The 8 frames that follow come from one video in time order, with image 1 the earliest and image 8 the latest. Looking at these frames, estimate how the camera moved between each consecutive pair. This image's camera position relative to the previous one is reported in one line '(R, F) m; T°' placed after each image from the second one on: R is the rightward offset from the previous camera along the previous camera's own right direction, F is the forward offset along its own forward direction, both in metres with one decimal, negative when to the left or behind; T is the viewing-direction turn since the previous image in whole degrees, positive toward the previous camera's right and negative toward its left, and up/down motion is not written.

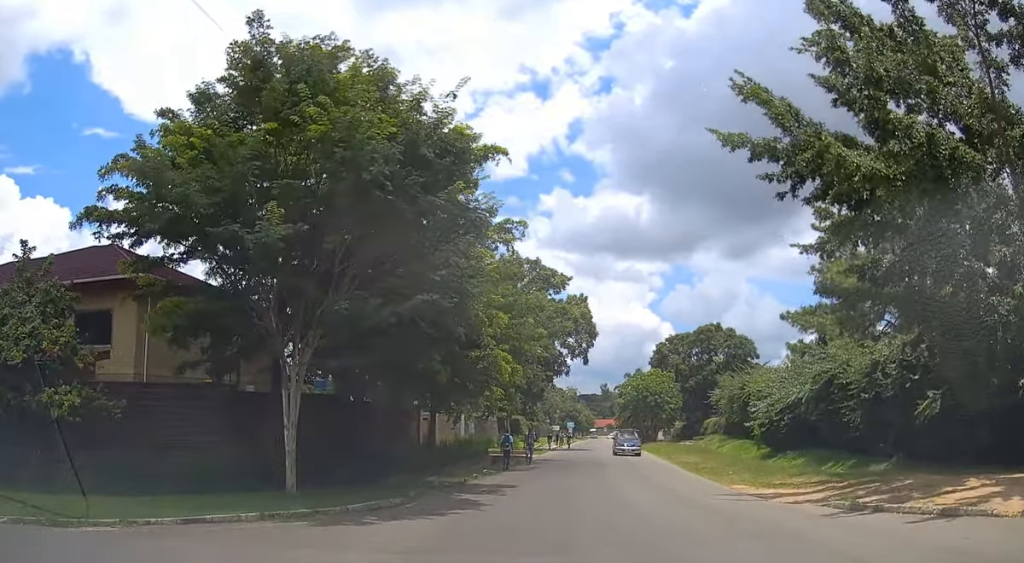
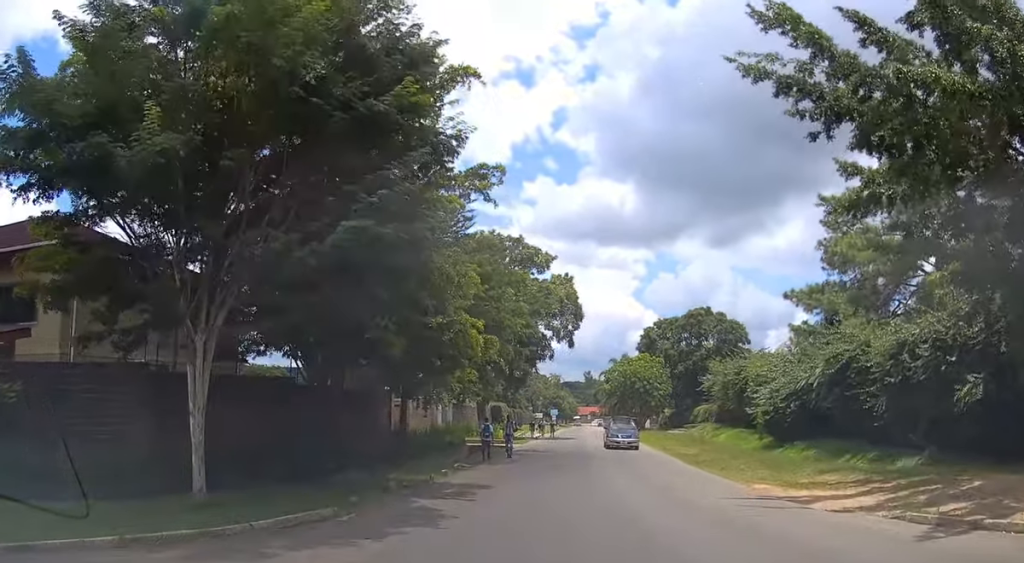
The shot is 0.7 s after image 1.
(0.0, +3.3) m; 0°
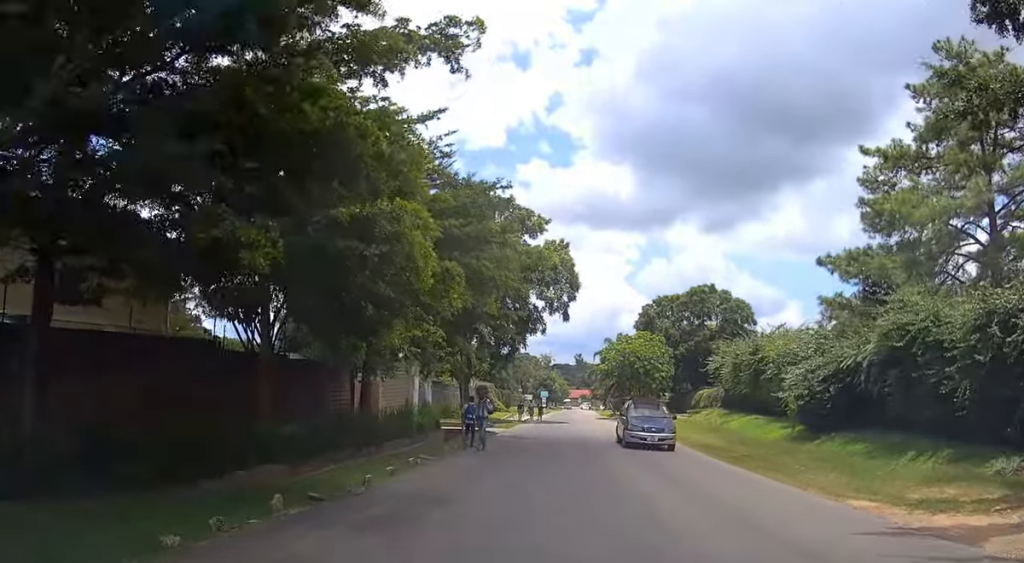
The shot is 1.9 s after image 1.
(+0.1, +5.8) m; +2°
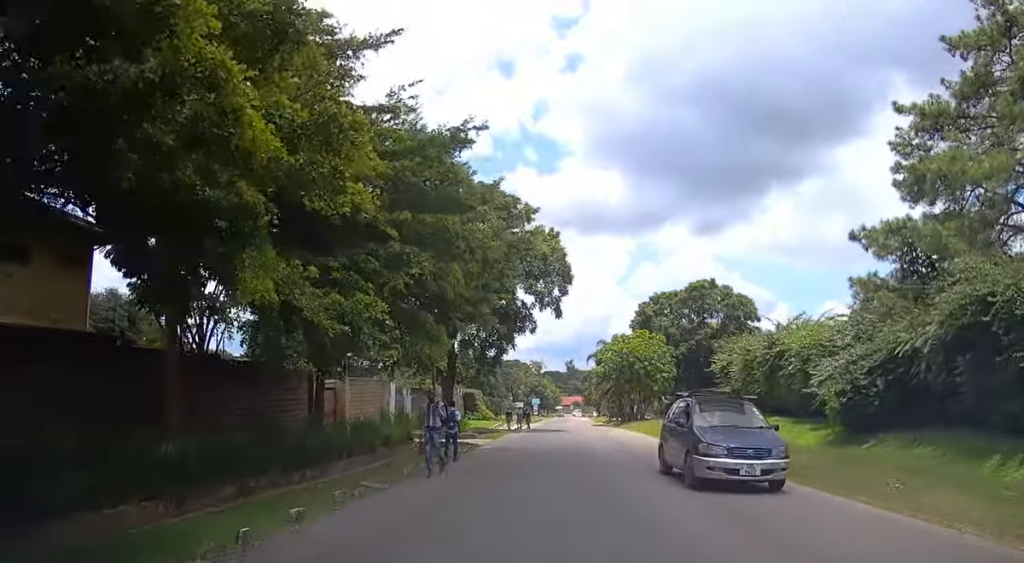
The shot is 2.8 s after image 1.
(+0.1, +4.9) m; 0°
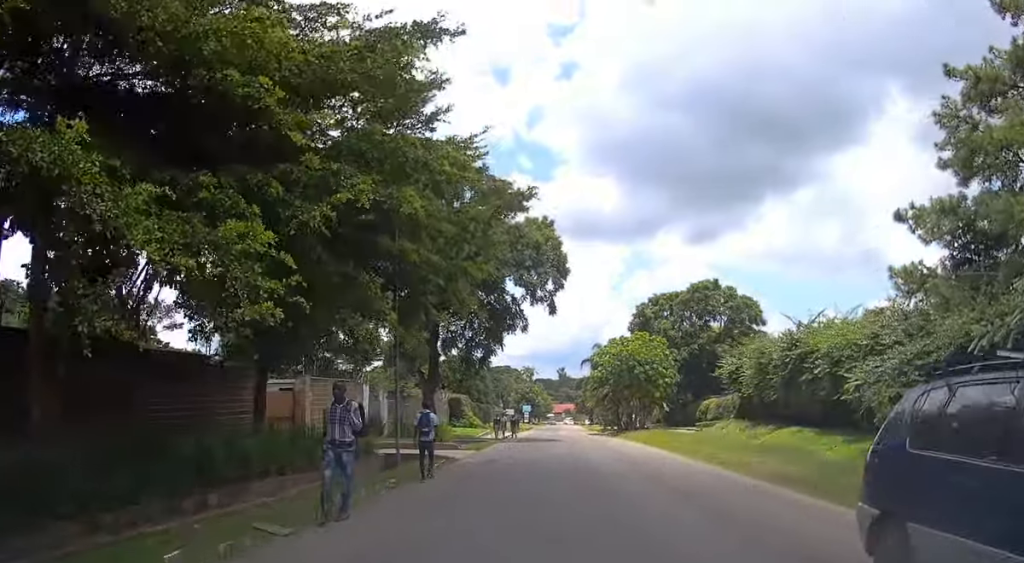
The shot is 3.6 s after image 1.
(-0.1, +4.5) m; -1°
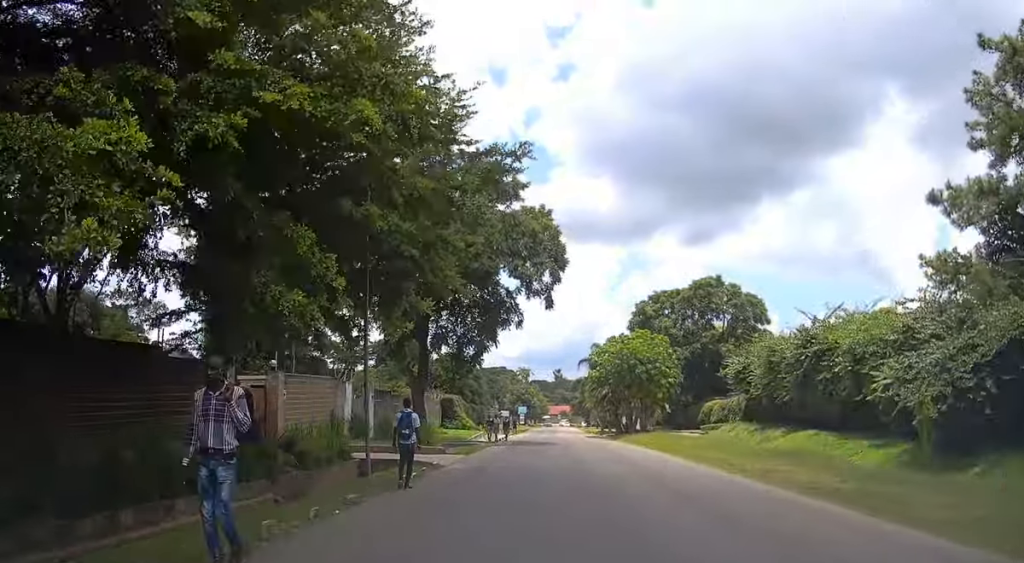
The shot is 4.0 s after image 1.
(0.0, +2.6) m; 0°
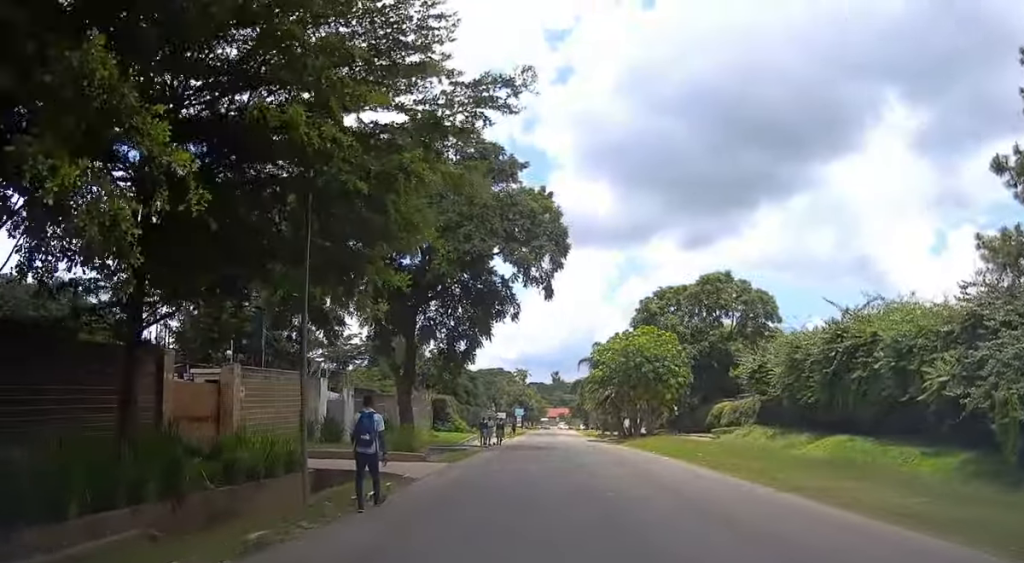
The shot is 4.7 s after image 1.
(0.0, +3.7) m; +1°
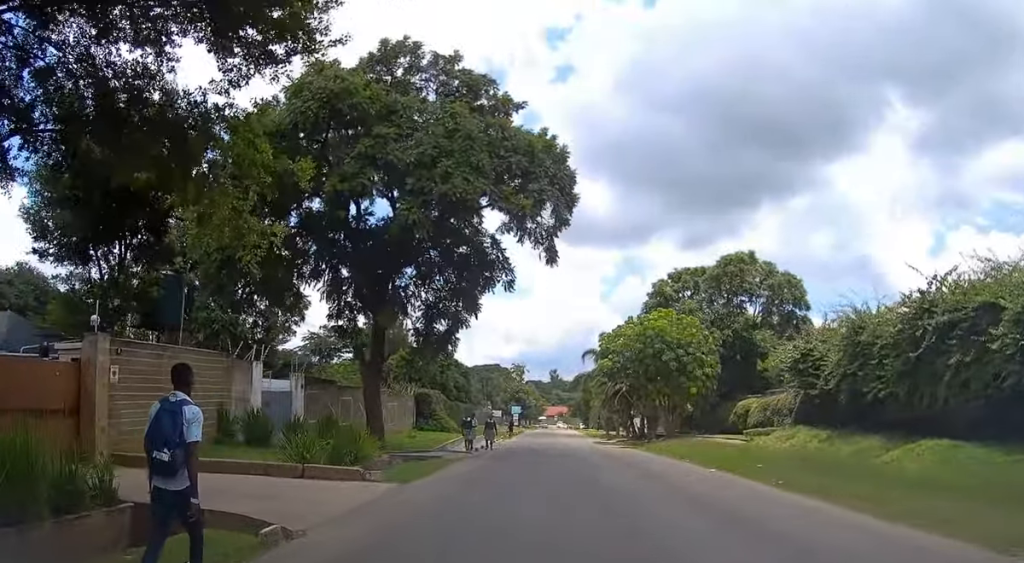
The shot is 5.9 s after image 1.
(+0.2, +7.4) m; +2°
